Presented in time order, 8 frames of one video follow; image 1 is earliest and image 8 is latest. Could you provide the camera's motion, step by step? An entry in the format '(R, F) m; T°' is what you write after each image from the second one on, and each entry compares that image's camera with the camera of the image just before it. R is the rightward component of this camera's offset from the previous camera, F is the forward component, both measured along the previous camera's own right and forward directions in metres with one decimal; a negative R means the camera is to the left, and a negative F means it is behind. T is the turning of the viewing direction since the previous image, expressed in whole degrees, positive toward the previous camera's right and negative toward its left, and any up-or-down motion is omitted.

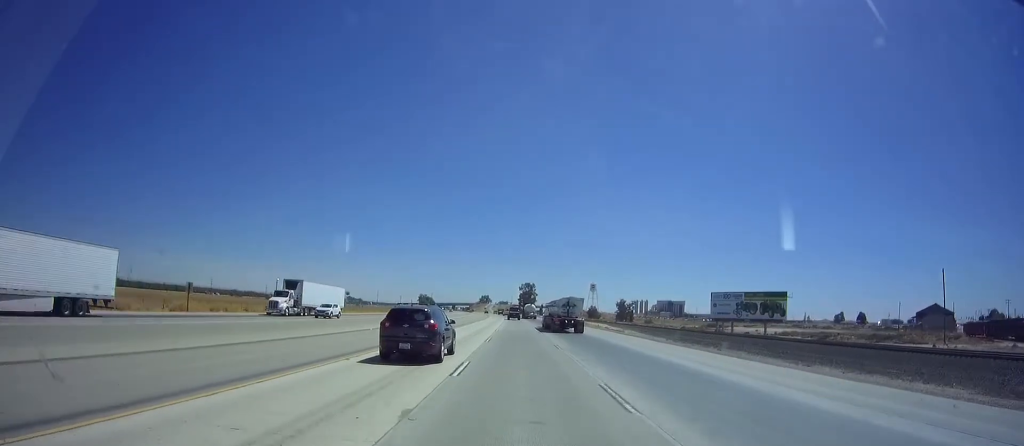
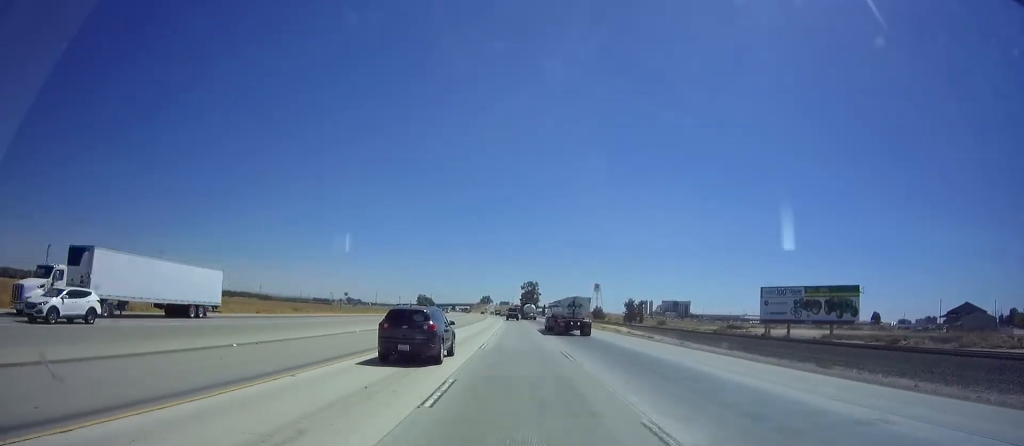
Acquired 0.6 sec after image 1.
(-0.3, +18.9) m; 0°
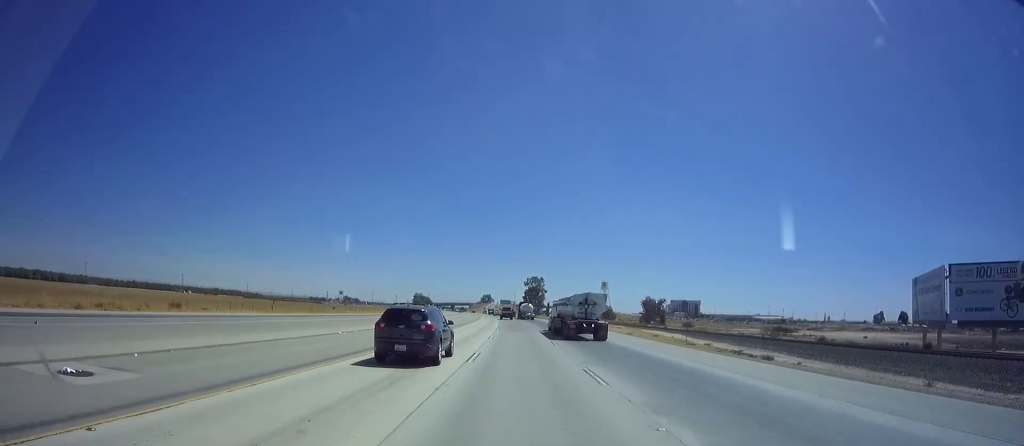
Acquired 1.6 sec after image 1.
(+0.4, +35.5) m; 0°
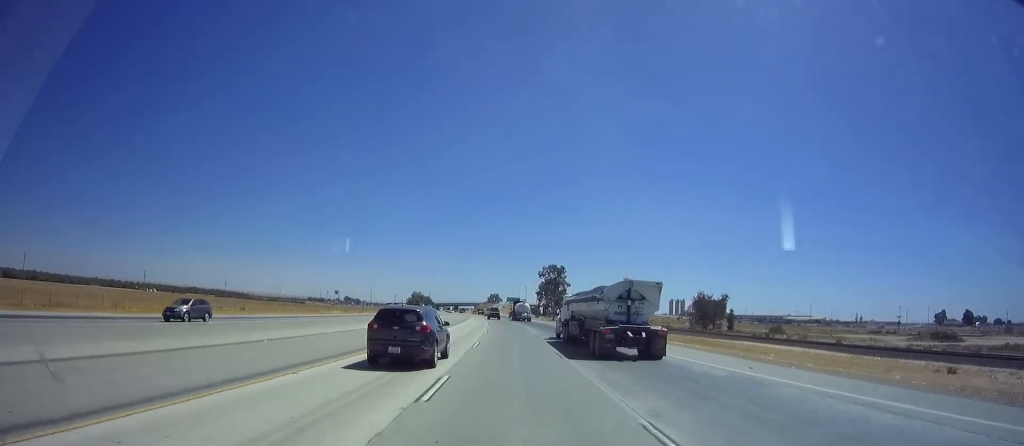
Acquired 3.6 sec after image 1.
(-0.4, +65.5) m; -1°
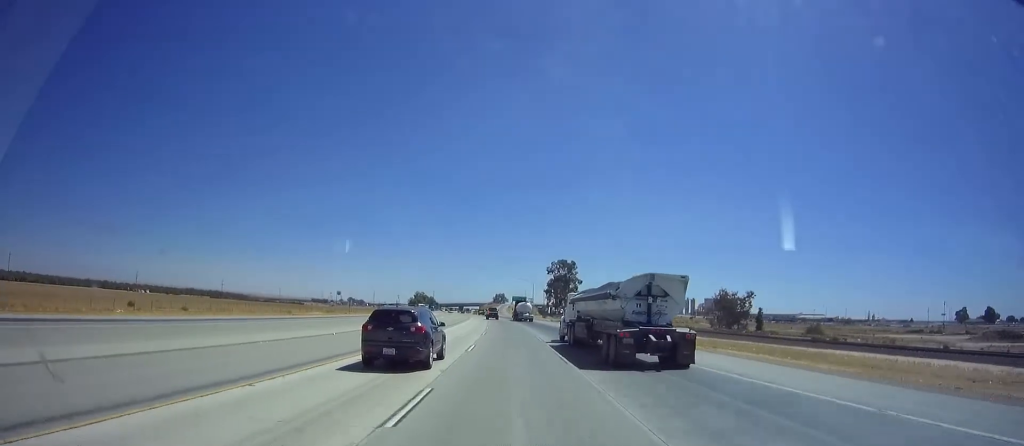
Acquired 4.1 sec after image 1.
(-0.4, +16.7) m; -1°
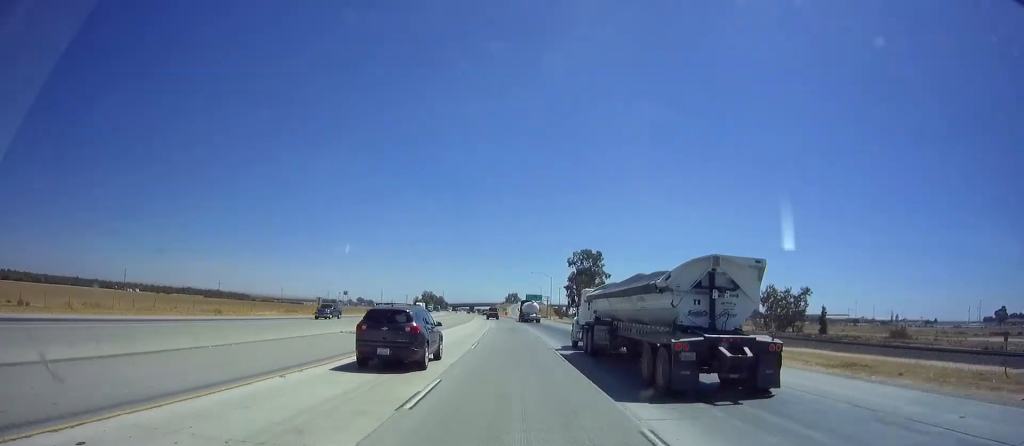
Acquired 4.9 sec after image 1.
(-0.5, +27.8) m; -1°
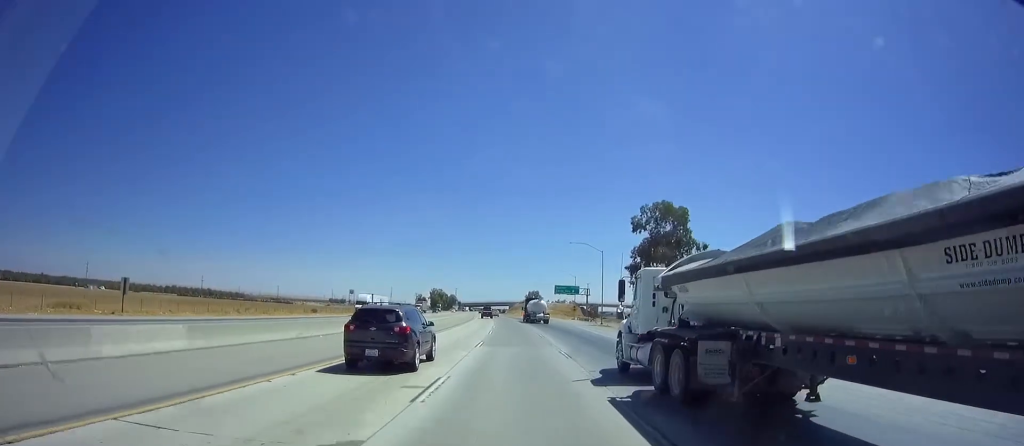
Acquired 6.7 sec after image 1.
(-0.8, +57.7) m; -2°
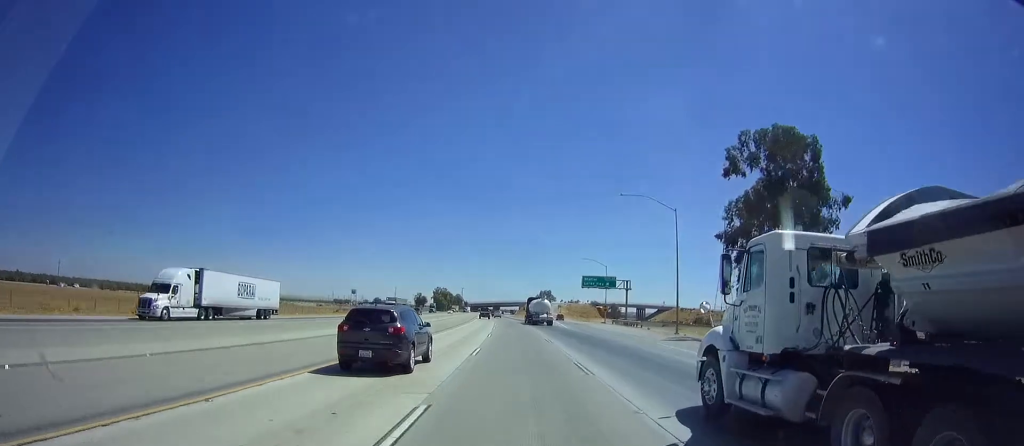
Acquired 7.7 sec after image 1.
(-0.4, +33.0) m; -1°
